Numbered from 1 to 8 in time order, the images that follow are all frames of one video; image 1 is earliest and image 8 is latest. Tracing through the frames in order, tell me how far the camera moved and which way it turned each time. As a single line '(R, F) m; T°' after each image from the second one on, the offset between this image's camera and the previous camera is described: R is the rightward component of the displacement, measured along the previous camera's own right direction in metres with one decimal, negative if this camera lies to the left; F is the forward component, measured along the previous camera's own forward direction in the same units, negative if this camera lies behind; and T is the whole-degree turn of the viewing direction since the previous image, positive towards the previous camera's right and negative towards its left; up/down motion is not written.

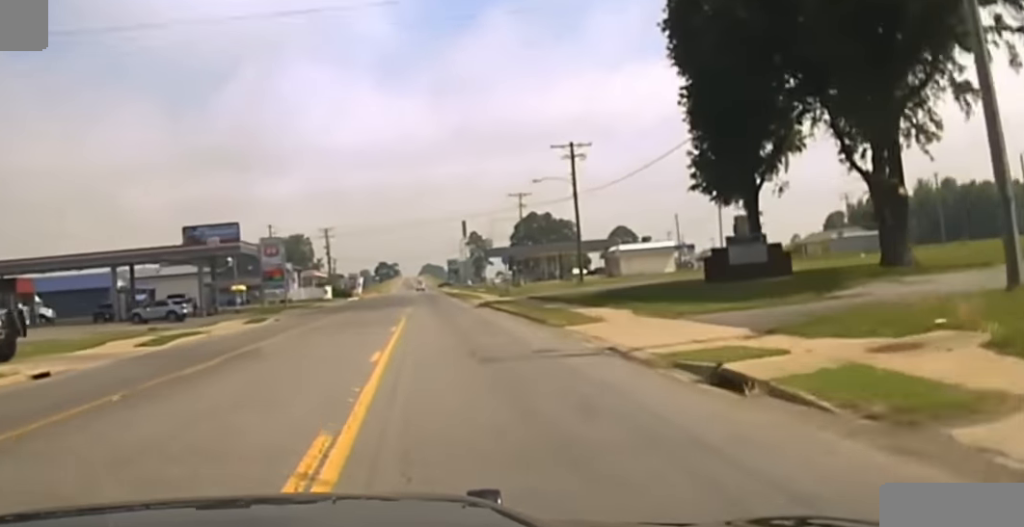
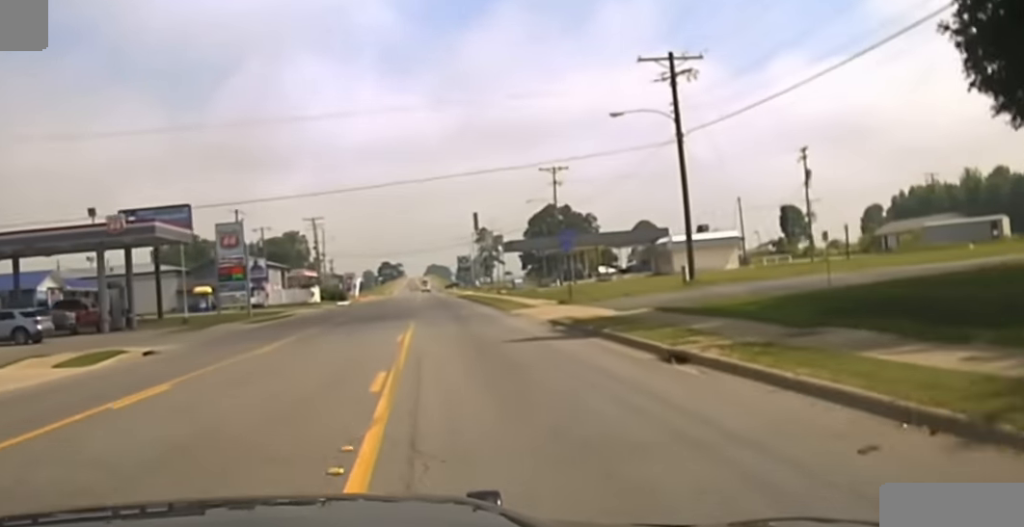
(0.0, +31.1) m; 0°
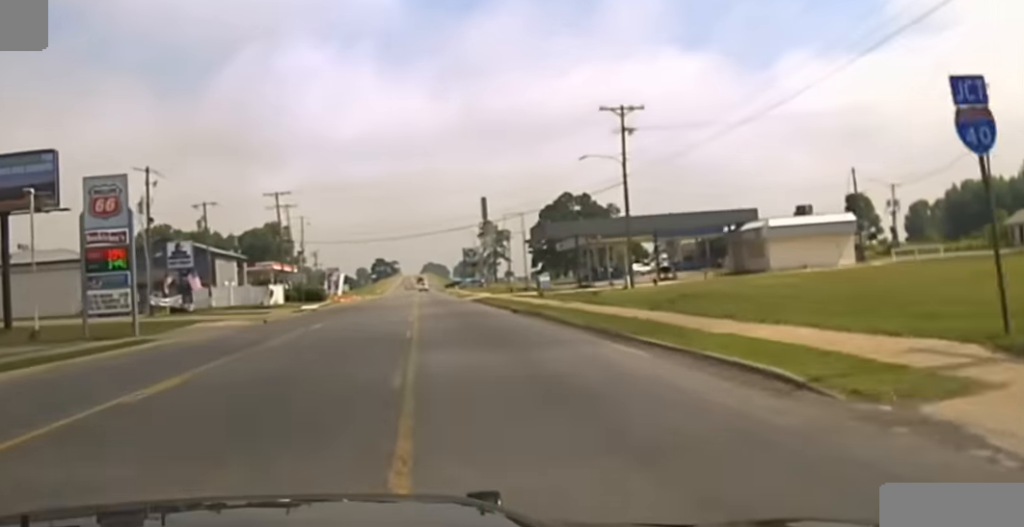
(0.0, +37.5) m; 0°
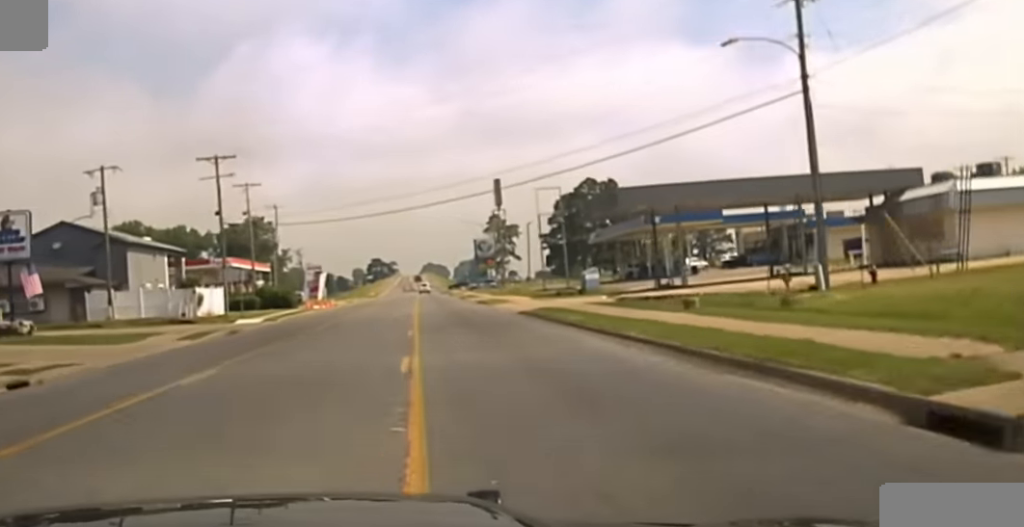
(0.0, +35.1) m; 0°
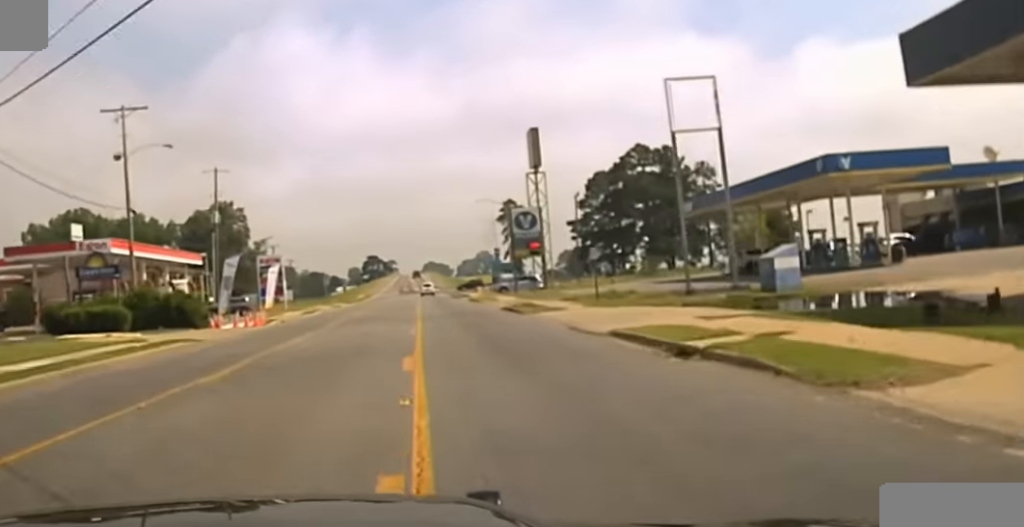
(0.0, +49.2) m; 0°
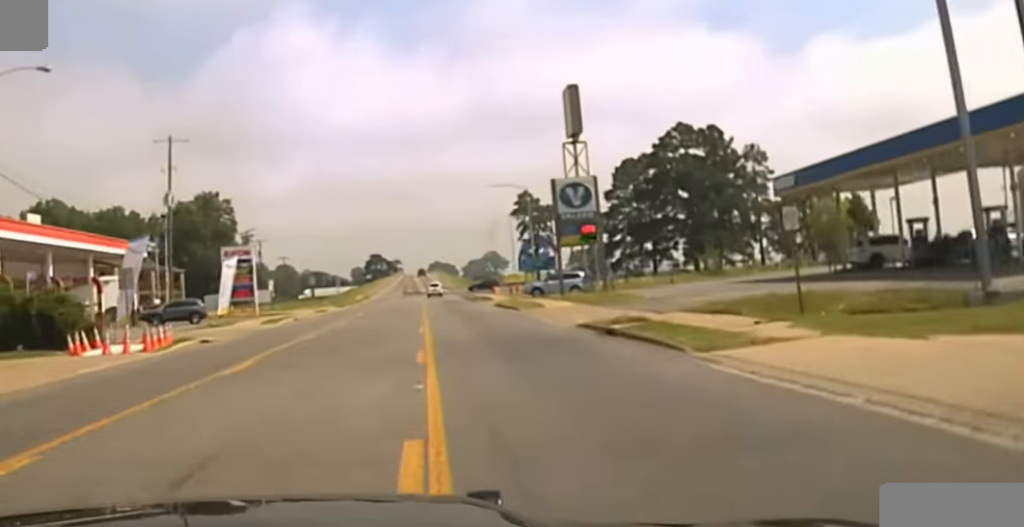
(0.0, +22.8) m; 0°
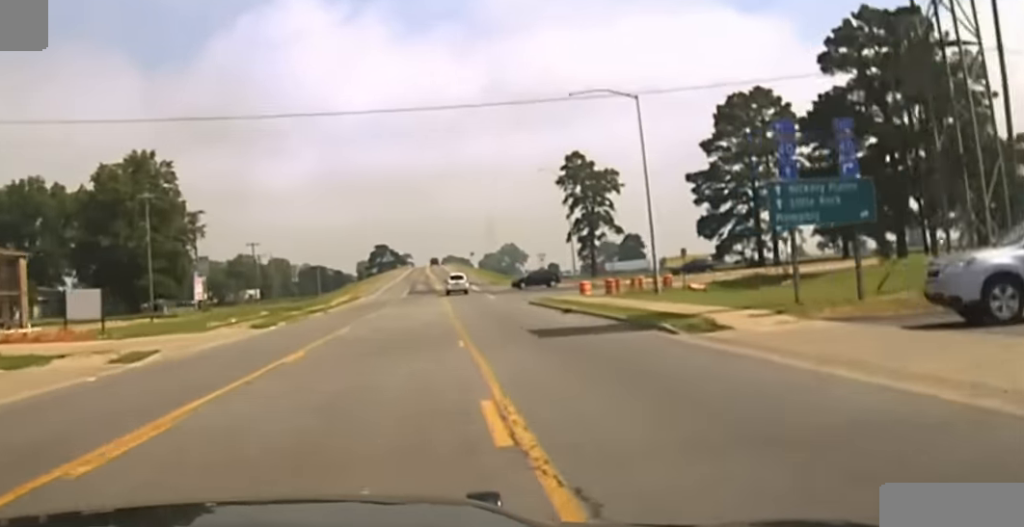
(0.0, +59.7) m; 0°
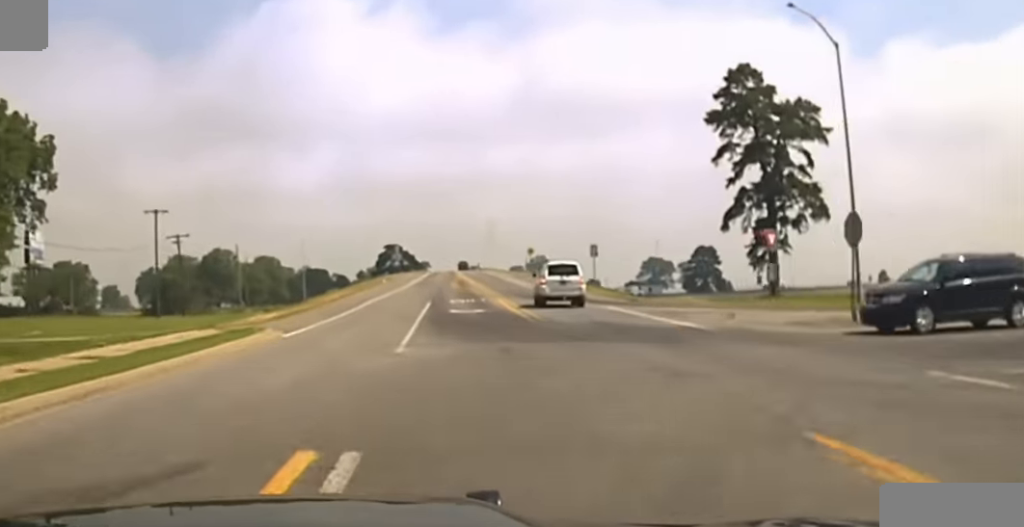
(+0.1, +79.9) m; 0°
